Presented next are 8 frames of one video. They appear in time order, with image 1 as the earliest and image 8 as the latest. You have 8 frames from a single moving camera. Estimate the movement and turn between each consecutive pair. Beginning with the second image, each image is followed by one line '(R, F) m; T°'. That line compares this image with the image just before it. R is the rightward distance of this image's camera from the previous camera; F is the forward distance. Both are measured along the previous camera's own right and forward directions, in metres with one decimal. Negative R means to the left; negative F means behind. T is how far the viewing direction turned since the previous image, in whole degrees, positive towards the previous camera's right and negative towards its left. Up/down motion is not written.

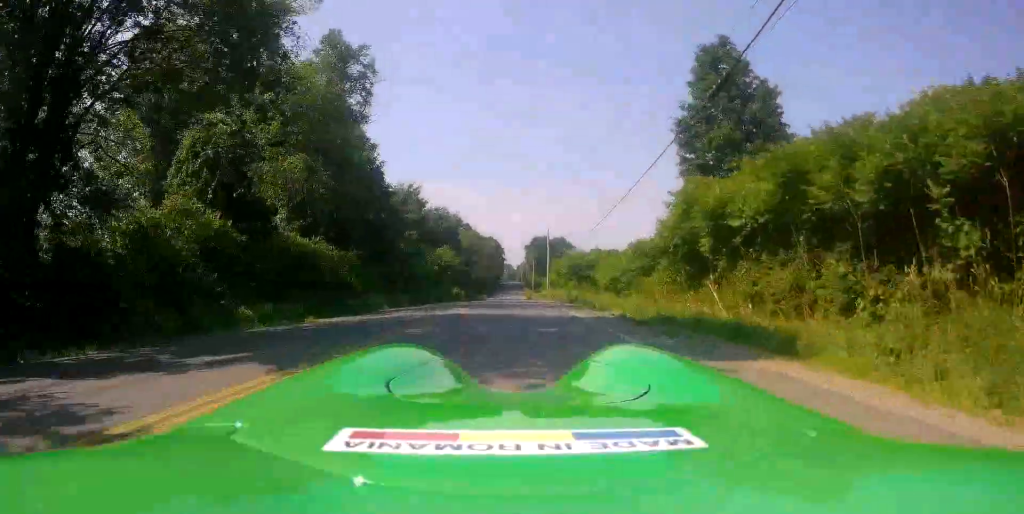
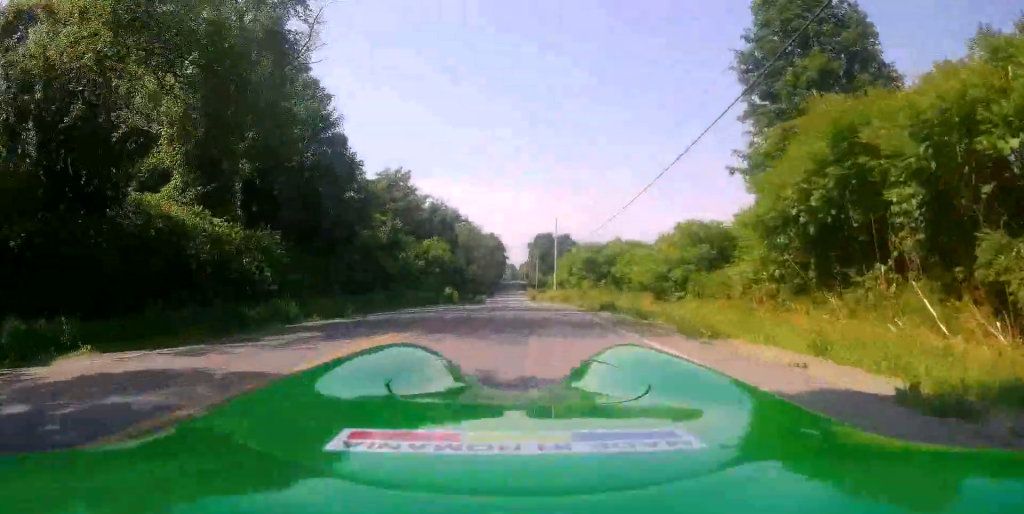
(-0.1, +10.7) m; -1°
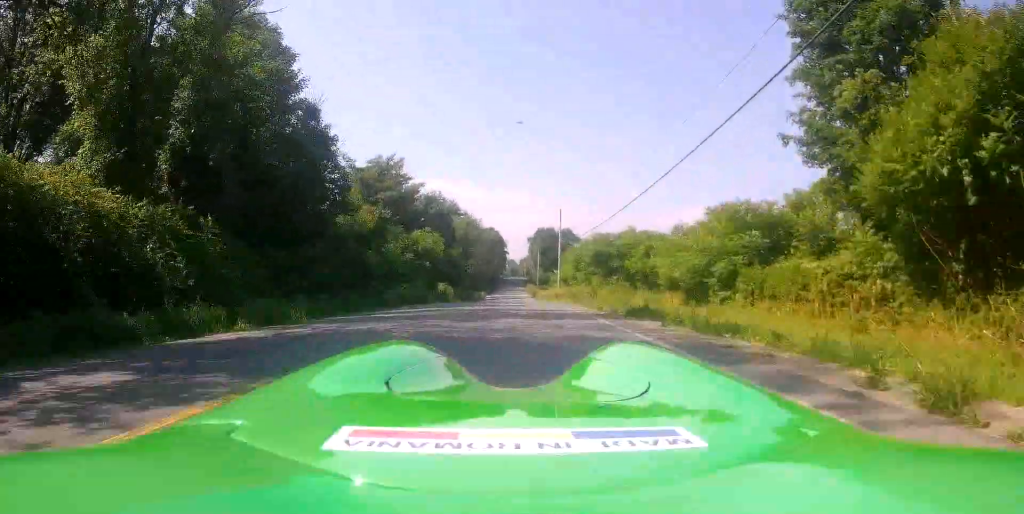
(0.0, +5.4) m; 0°
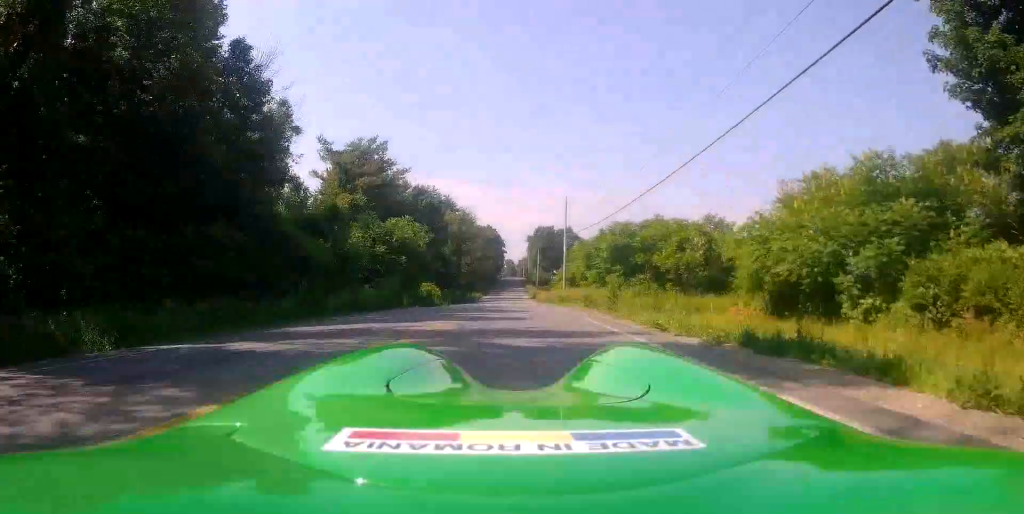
(0.0, +8.6) m; +3°
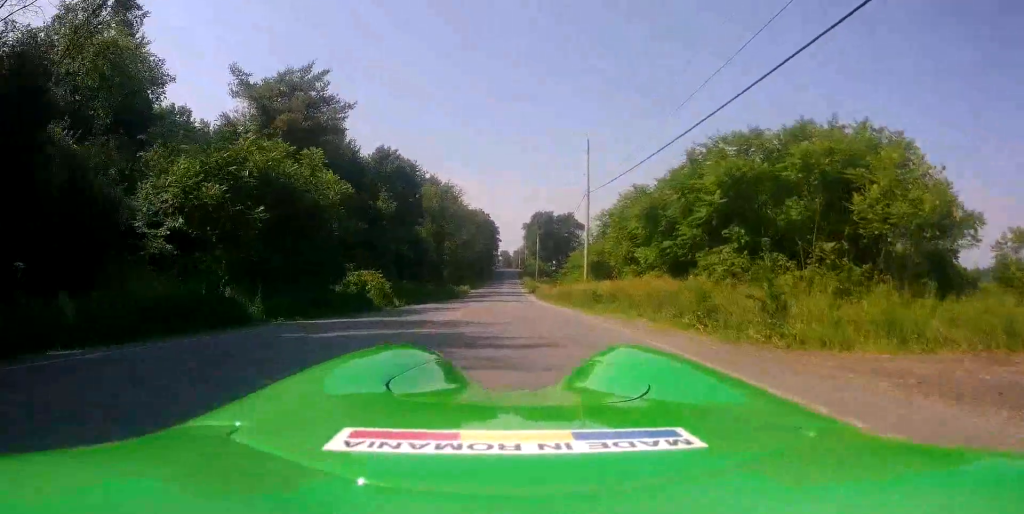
(+0.9, +20.1) m; 0°
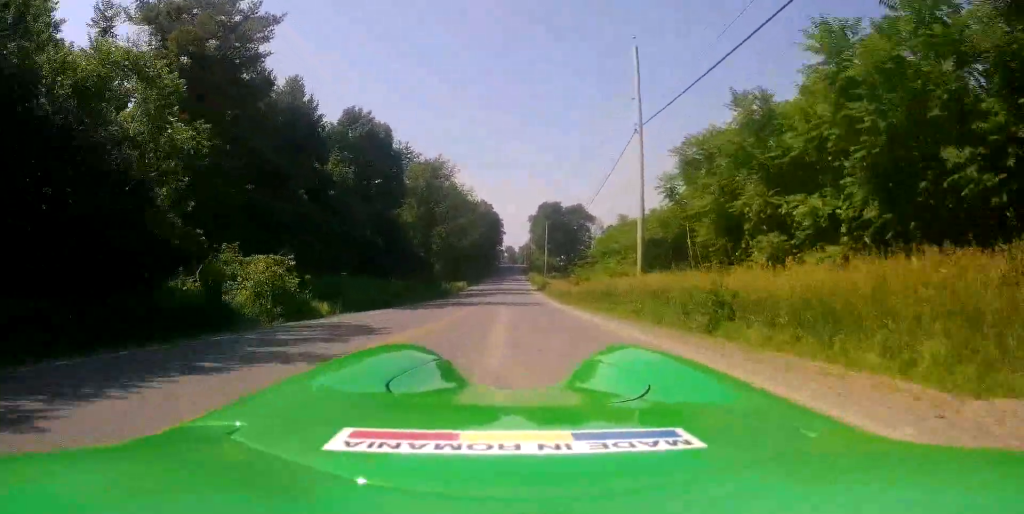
(-0.6, +14.2) m; -1°
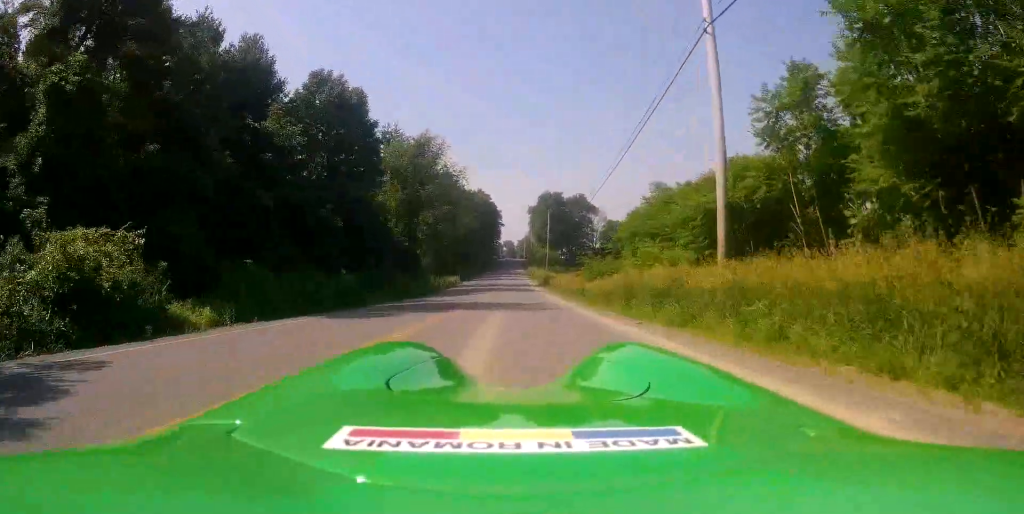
(+0.2, +9.1) m; +1°
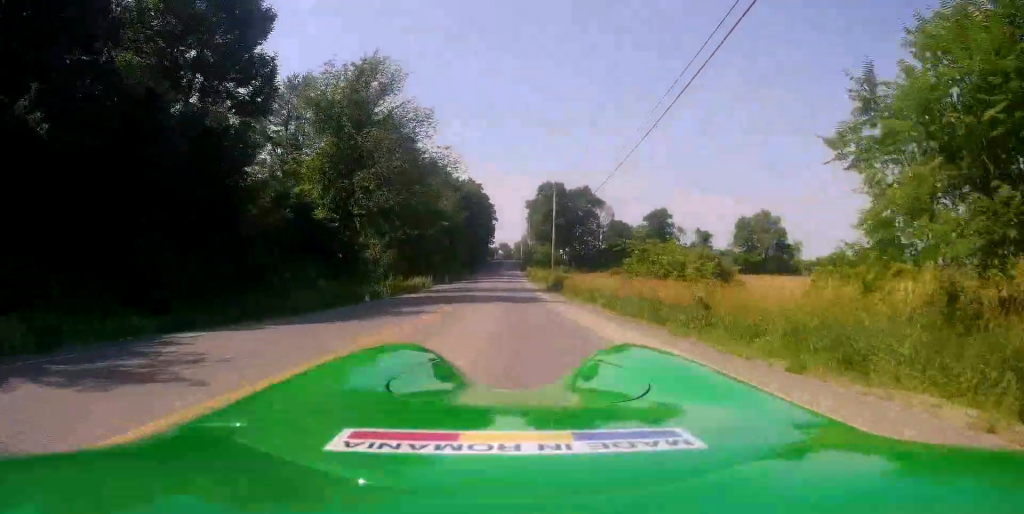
(-0.3, +21.3) m; -1°
